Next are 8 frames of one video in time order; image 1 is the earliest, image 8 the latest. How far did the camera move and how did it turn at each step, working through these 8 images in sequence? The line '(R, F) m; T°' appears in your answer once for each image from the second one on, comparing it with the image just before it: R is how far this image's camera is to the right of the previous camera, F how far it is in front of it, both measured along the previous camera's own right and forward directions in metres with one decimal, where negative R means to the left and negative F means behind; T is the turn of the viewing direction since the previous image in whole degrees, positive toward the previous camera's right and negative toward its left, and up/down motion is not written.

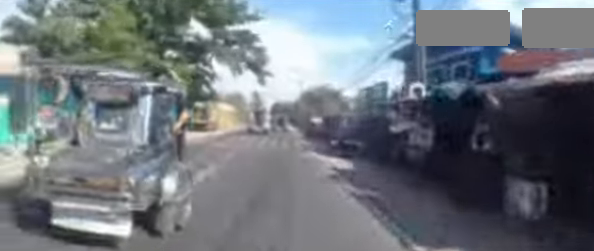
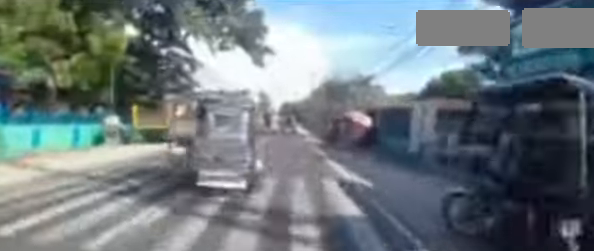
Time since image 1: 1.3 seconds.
(-0.4, +10.3) m; 0°
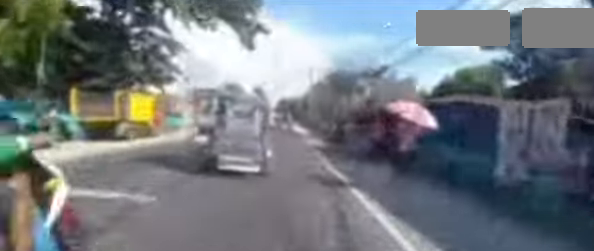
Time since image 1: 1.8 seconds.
(+0.3, +4.3) m; -1°
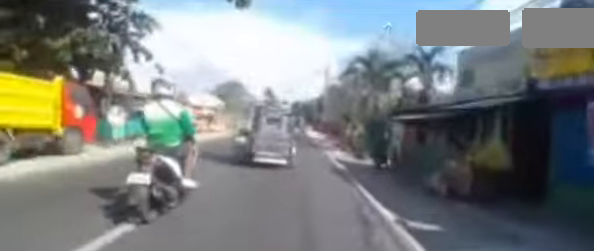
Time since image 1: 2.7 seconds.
(-0.1, +6.5) m; -3°
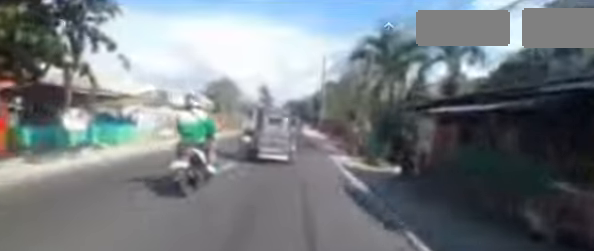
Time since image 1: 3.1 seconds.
(-0.2, +3.2) m; -2°
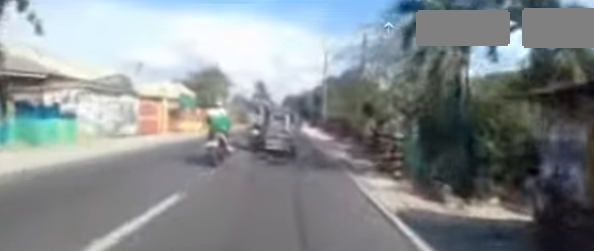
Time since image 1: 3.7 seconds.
(-0.1, +5.2) m; 0°
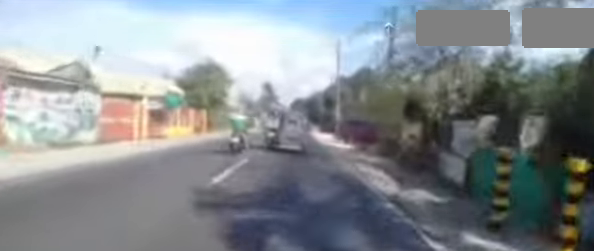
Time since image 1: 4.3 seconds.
(0.0, +4.6) m; +2°
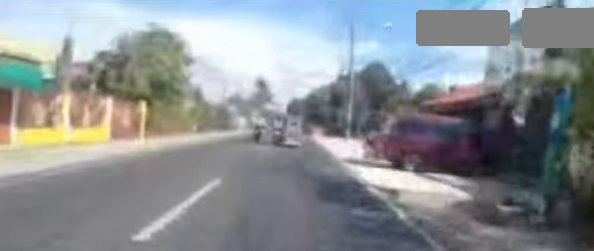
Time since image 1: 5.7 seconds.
(+0.4, +11.7) m; +2°
